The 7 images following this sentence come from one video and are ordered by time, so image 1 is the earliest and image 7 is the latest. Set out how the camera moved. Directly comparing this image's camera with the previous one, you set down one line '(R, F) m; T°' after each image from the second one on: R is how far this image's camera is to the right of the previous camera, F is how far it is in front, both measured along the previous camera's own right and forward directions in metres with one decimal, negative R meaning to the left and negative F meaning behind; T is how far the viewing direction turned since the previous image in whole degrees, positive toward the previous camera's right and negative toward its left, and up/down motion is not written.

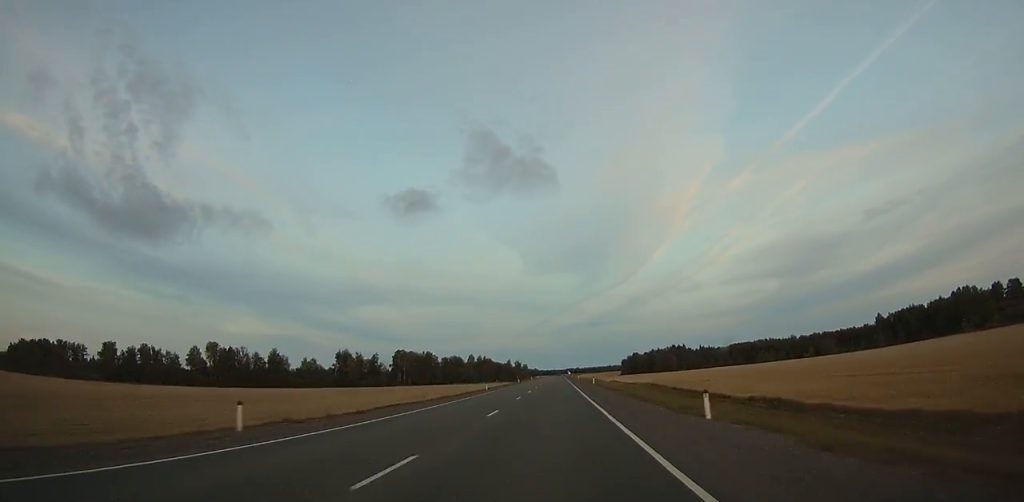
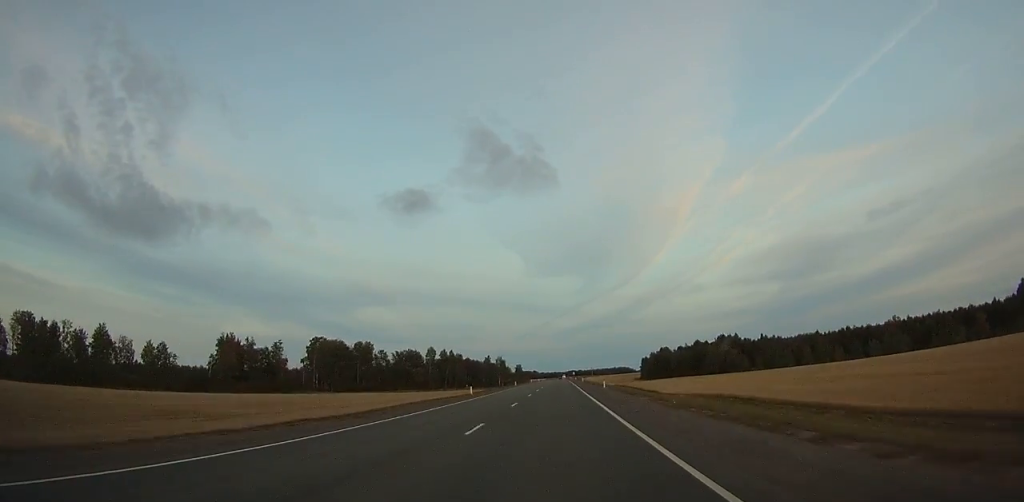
(-0.2, +111.1) m; 0°
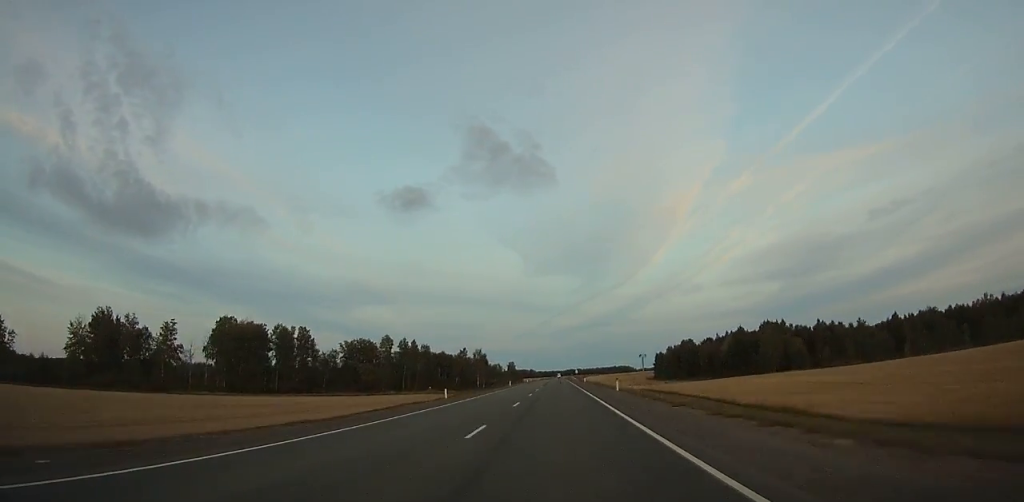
(+0.1, +60.4) m; 0°
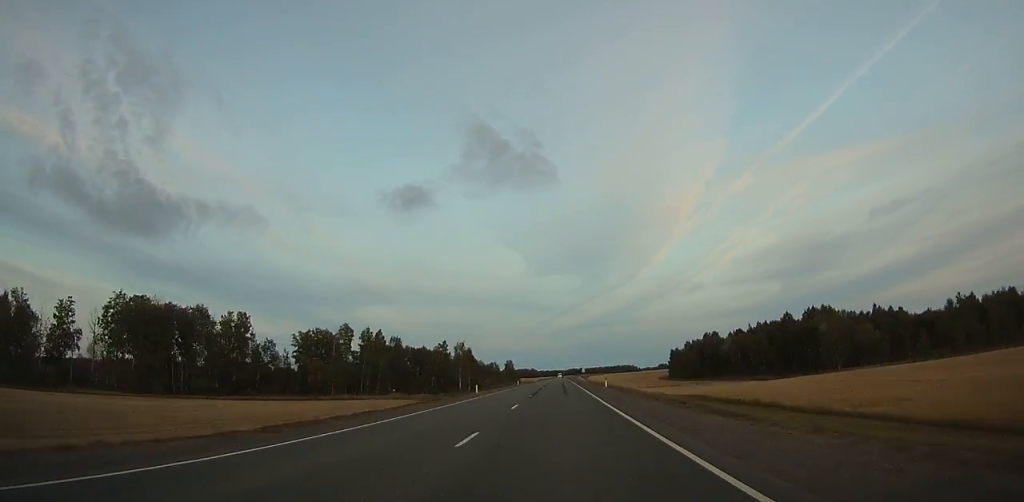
(0.0, +36.8) m; 0°
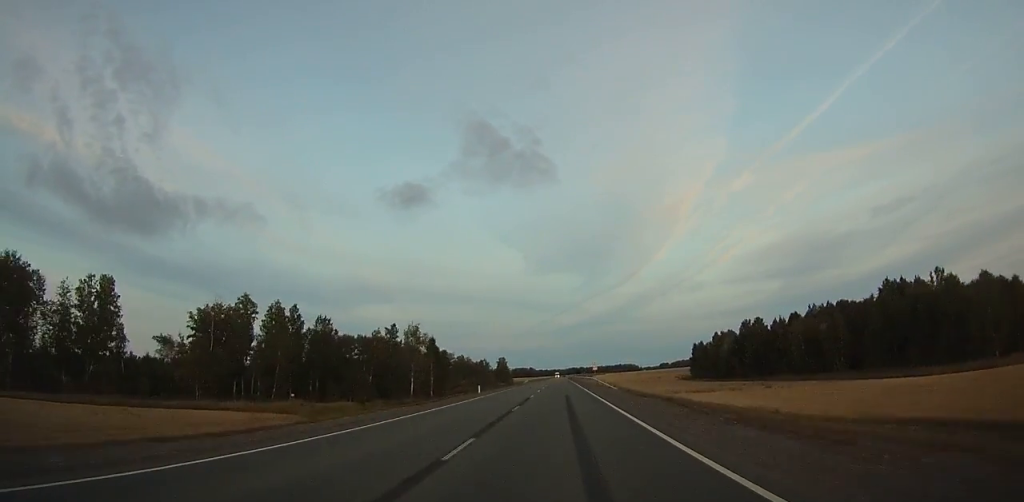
(0.0, +47.2) m; 0°
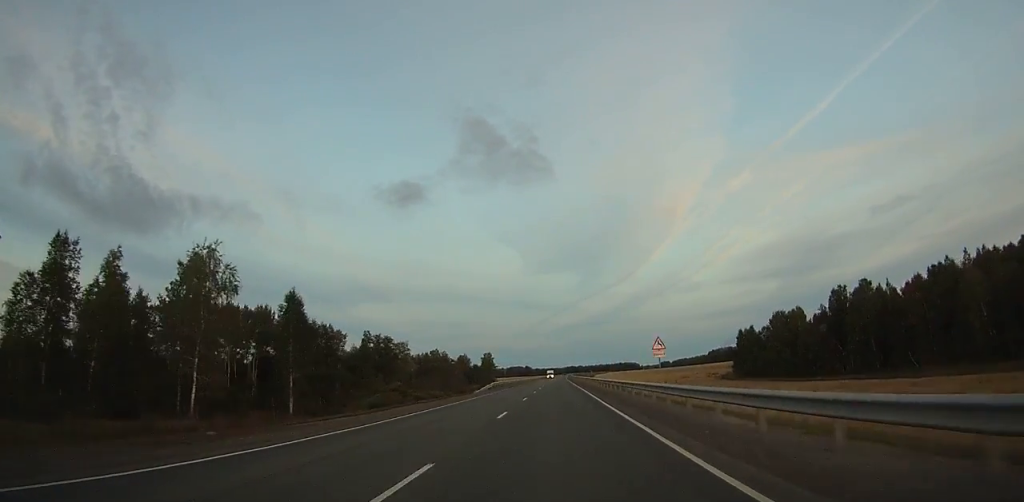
(+0.1, +60.0) m; 0°
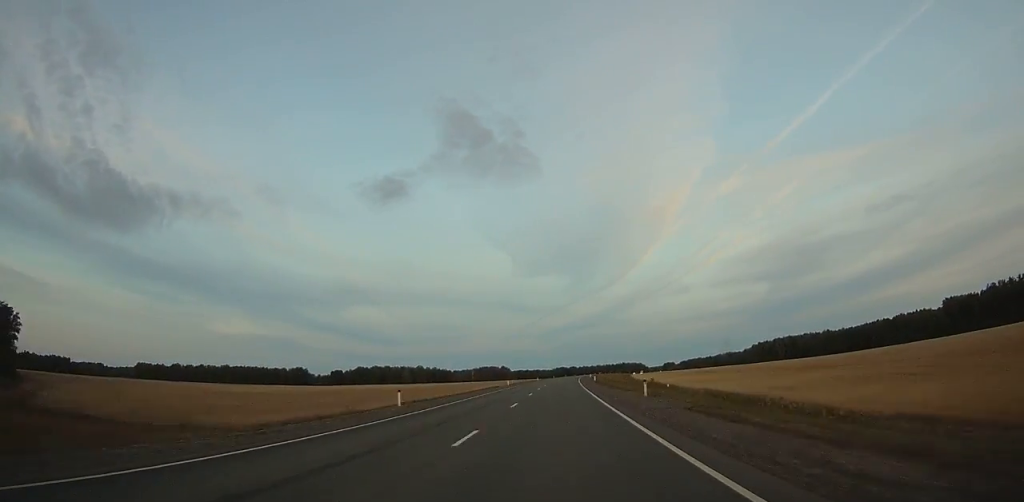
(+2.5, +272.5) m; +1°
